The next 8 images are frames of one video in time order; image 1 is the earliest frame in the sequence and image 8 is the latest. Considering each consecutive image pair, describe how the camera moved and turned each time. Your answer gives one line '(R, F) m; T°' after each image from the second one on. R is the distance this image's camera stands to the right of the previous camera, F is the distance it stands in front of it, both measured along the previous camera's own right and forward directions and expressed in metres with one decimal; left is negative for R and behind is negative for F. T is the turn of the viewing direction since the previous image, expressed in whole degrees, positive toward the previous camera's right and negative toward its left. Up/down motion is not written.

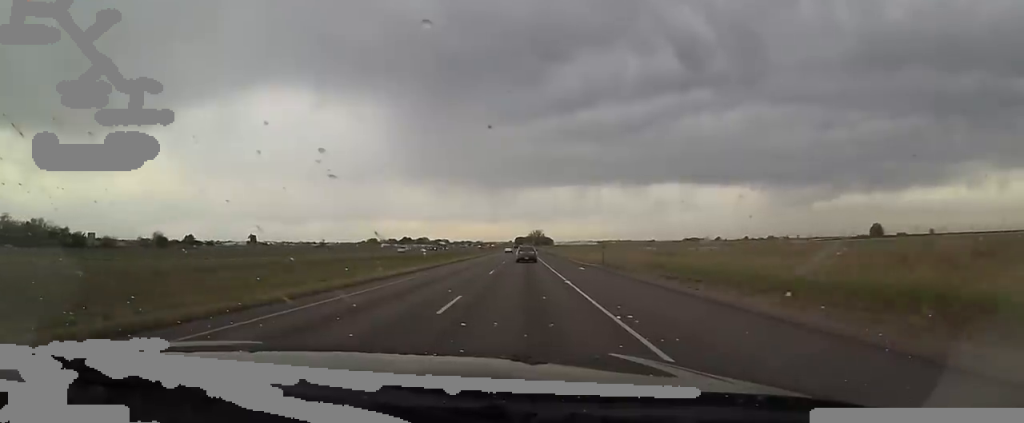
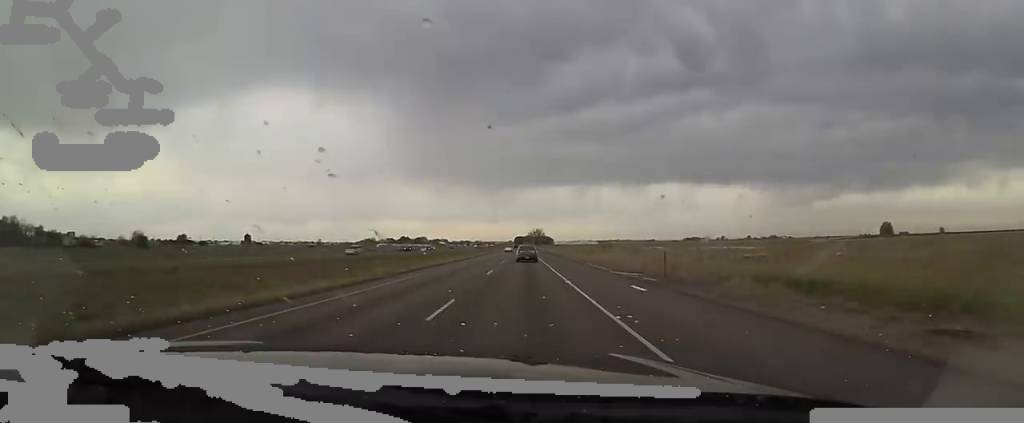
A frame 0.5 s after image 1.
(-0.6, +16.3) m; 0°
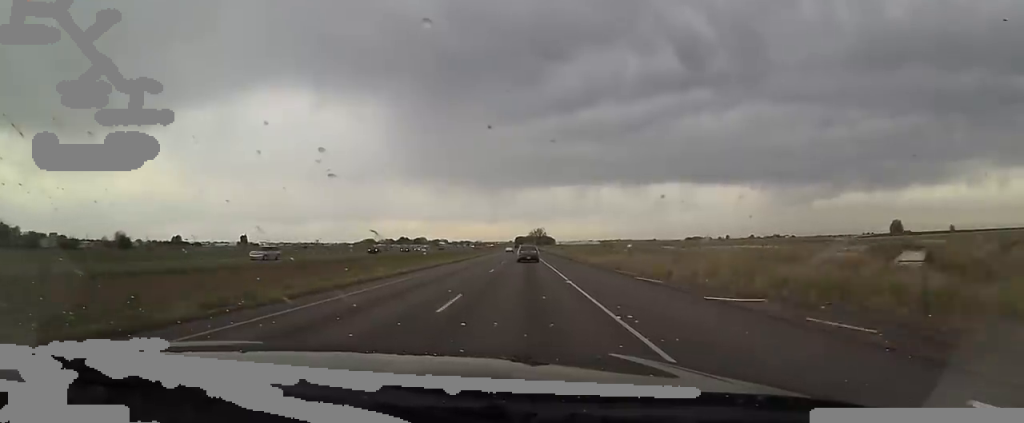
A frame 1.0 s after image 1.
(-0.5, +14.3) m; 0°
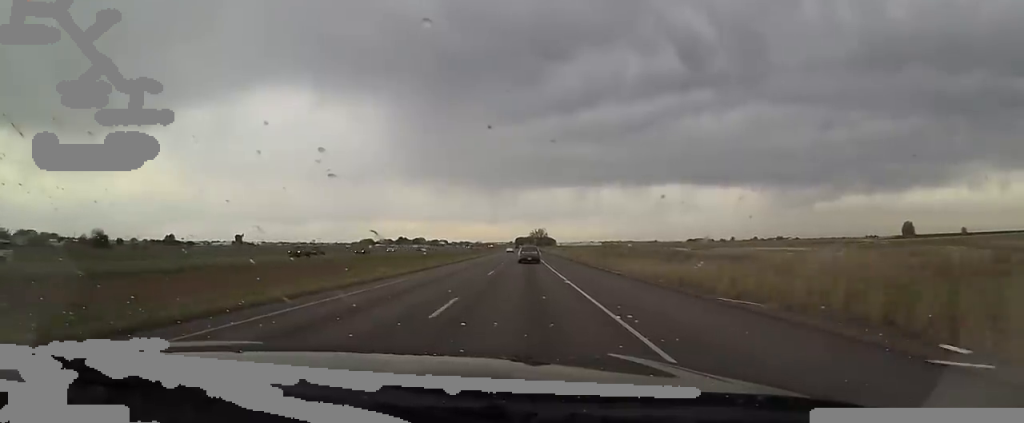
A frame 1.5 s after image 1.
(+0.5, +16.4) m; 0°
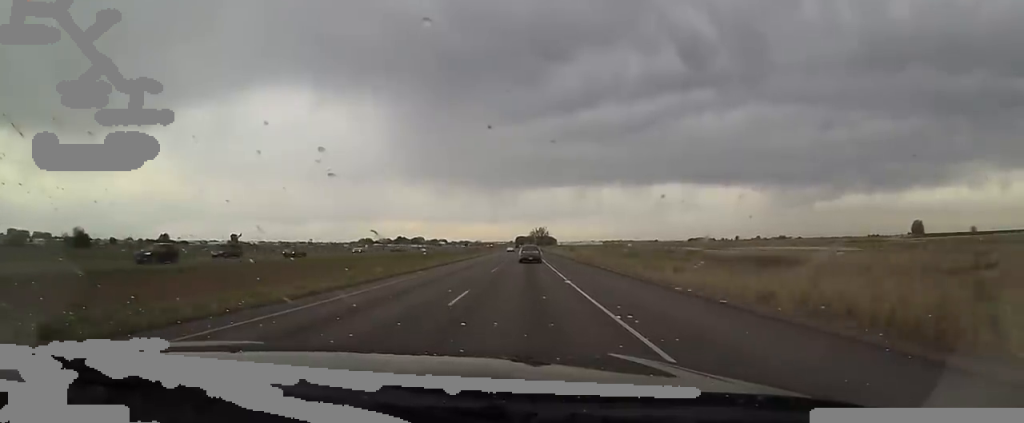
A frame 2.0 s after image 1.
(+0.5, +13.3) m; 0°
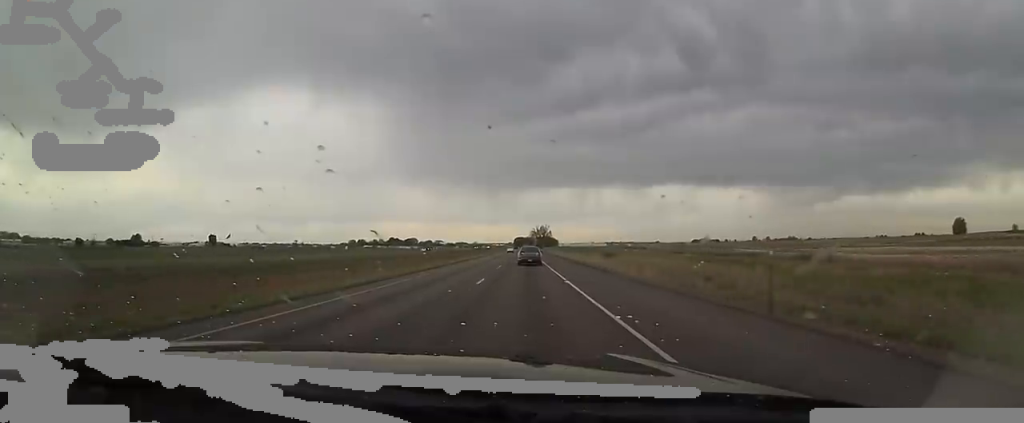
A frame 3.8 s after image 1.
(+0.2, +55.1) m; +2°
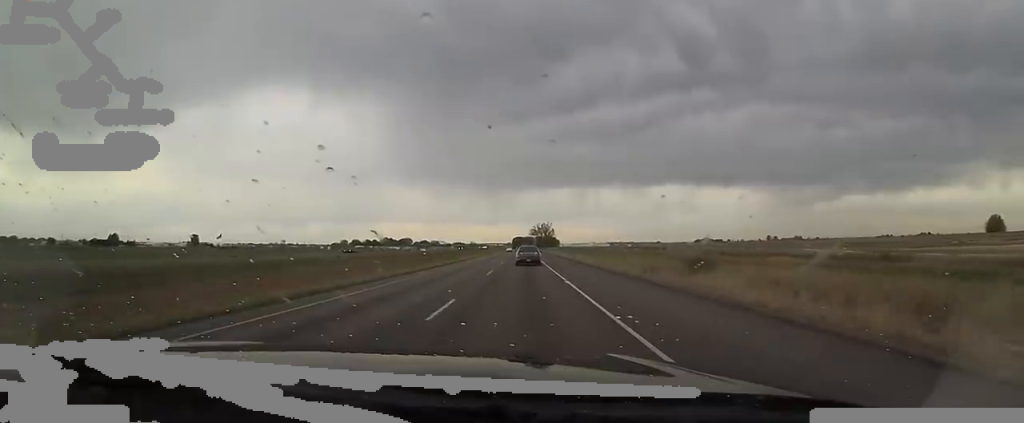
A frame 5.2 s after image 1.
(-0.1, +40.0) m; 0°
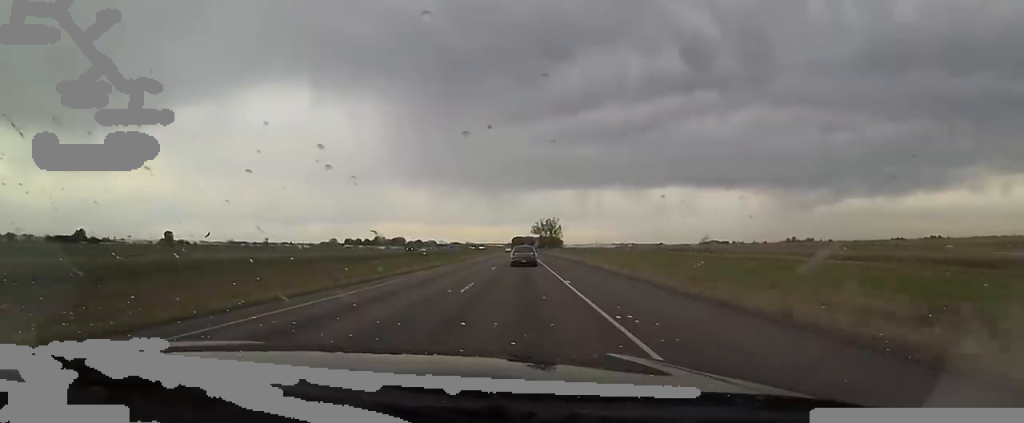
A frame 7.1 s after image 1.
(-0.9, +55.1) m; -3°
